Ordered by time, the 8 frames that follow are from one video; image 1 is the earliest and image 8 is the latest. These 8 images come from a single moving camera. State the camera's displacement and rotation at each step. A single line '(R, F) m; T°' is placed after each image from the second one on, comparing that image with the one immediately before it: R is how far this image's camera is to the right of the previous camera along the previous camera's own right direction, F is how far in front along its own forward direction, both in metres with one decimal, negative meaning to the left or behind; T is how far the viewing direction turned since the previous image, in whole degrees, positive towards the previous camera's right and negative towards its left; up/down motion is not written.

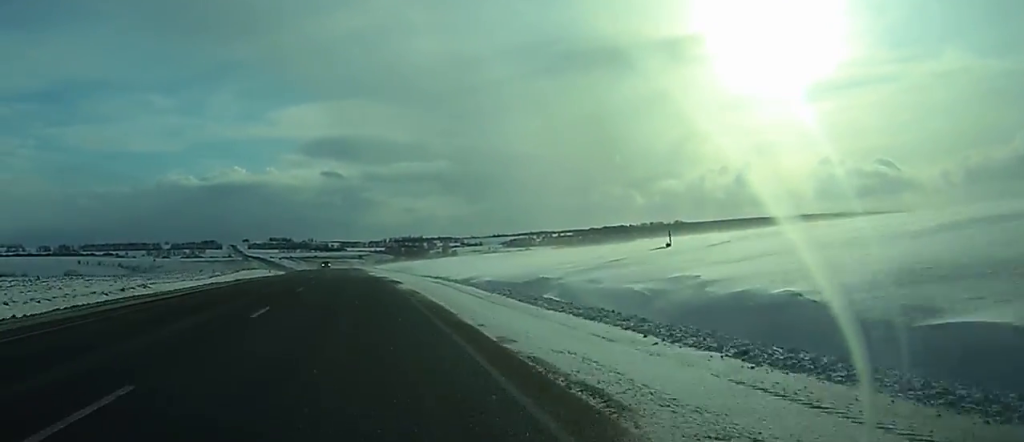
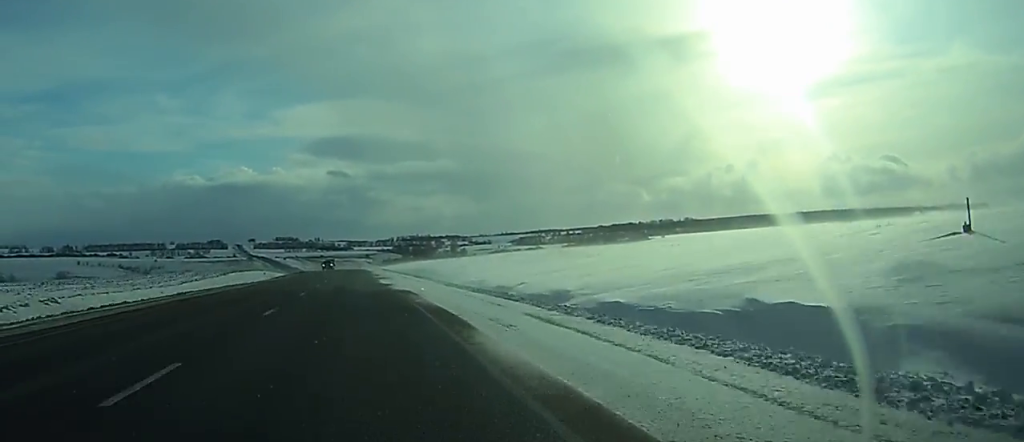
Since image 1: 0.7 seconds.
(-0.1, +22.1) m; -1°
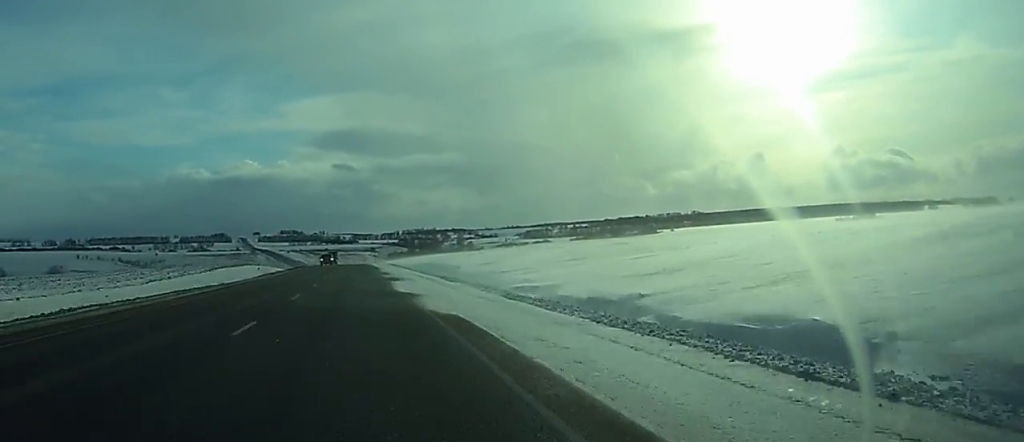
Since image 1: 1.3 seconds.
(-0.1, +17.1) m; 0°
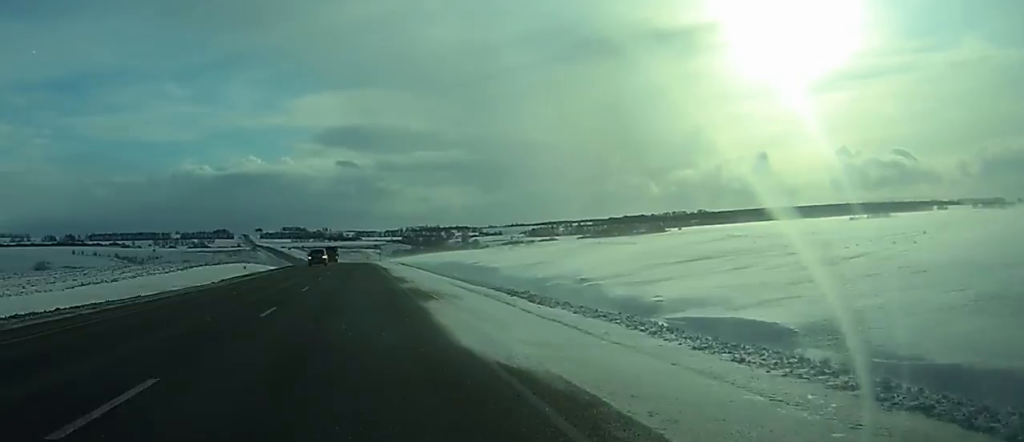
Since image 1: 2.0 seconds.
(-0.1, +20.1) m; 0°
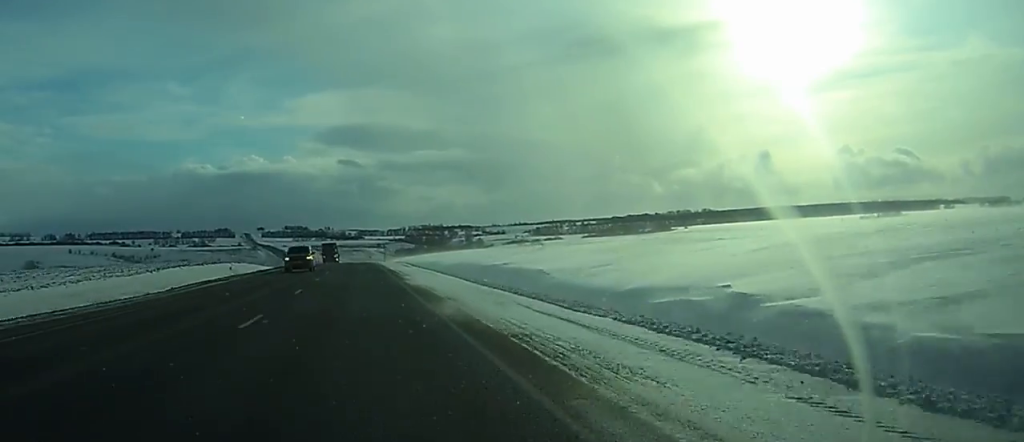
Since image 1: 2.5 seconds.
(0.0, +15.1) m; 0°
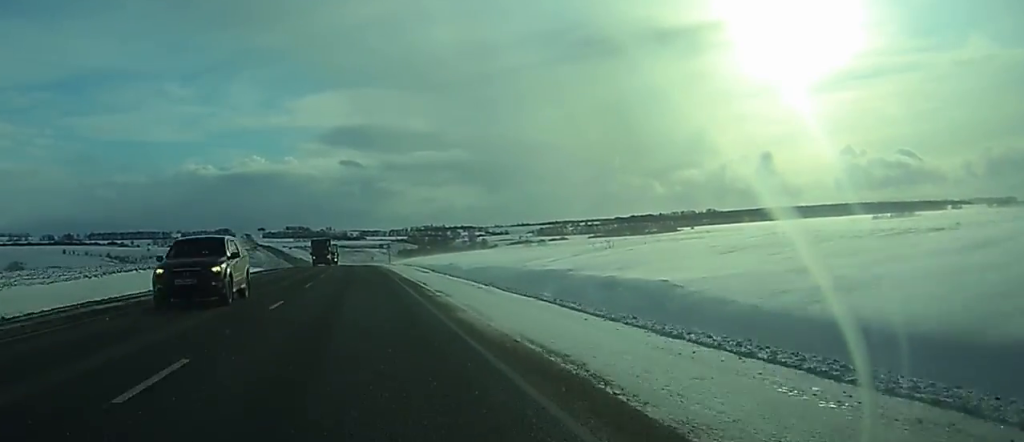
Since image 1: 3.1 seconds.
(0.0, +19.2) m; 0°
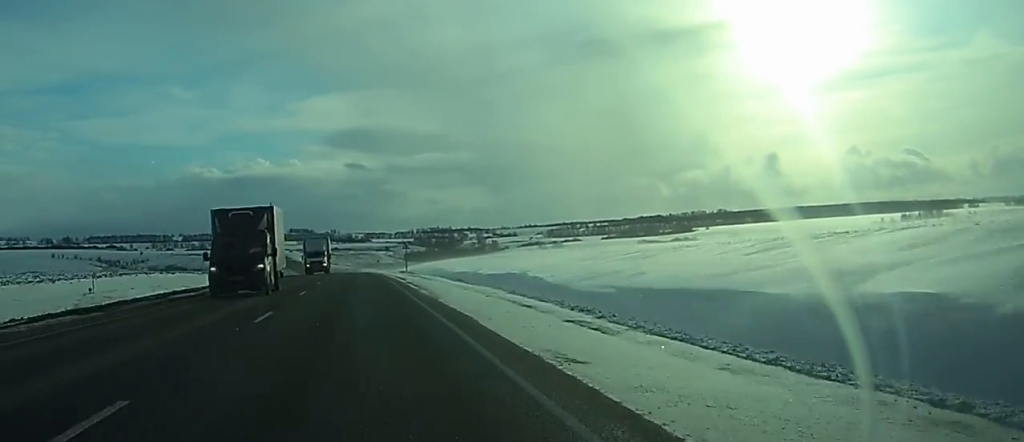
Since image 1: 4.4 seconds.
(-0.1, +38.6) m; 0°
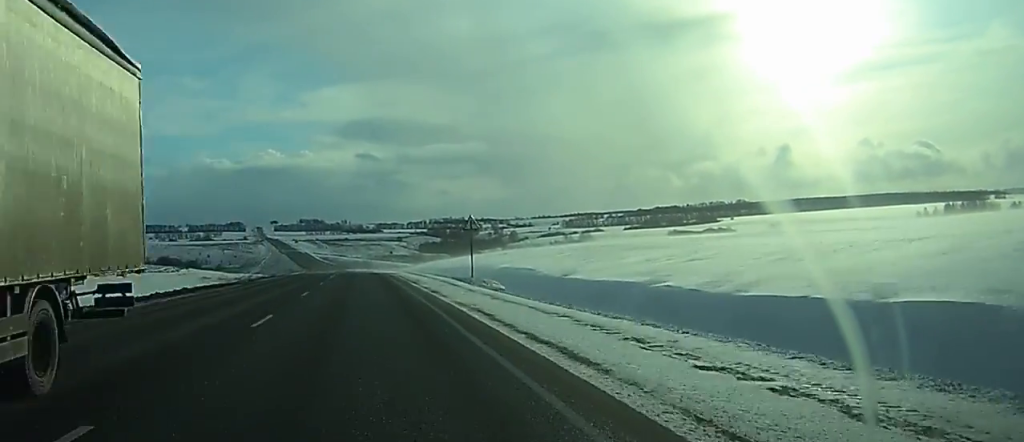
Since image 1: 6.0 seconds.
(-0.1, +48.7) m; 0°
